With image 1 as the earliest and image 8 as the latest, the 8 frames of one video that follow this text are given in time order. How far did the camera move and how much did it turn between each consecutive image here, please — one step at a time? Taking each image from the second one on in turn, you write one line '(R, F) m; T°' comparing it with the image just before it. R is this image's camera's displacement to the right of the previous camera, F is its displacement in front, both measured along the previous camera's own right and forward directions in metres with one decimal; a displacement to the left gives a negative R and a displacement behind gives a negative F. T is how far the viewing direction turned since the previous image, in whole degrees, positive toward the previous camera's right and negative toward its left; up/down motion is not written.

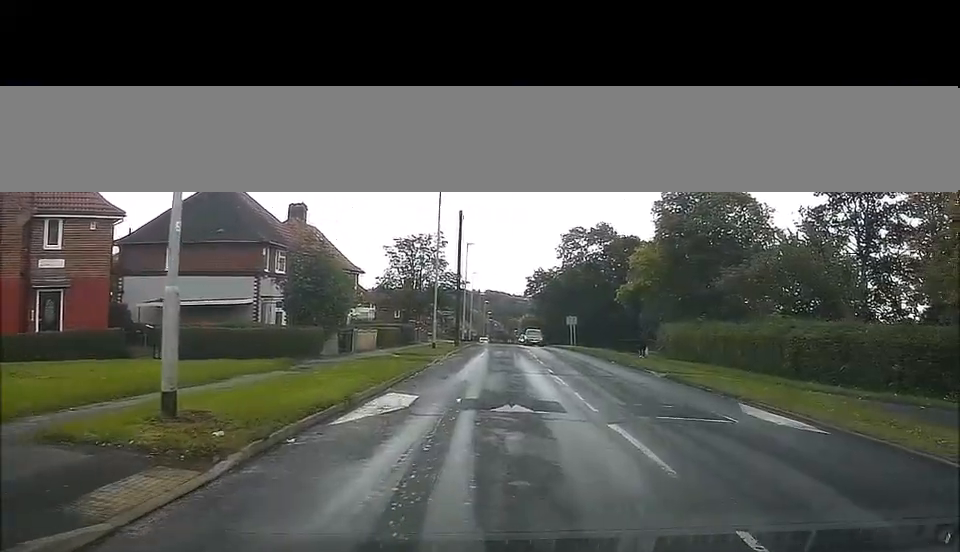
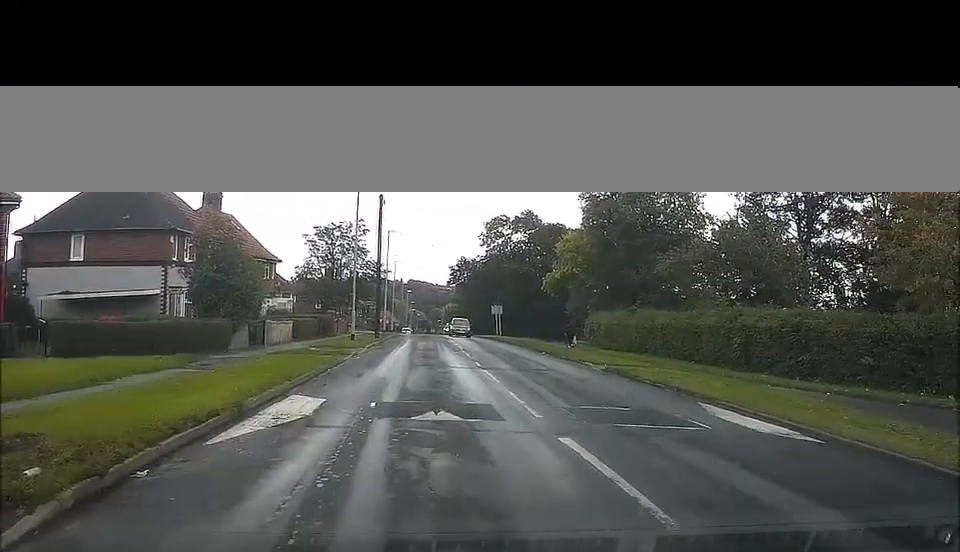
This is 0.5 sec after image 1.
(+0.2, +2.0) m; +4°
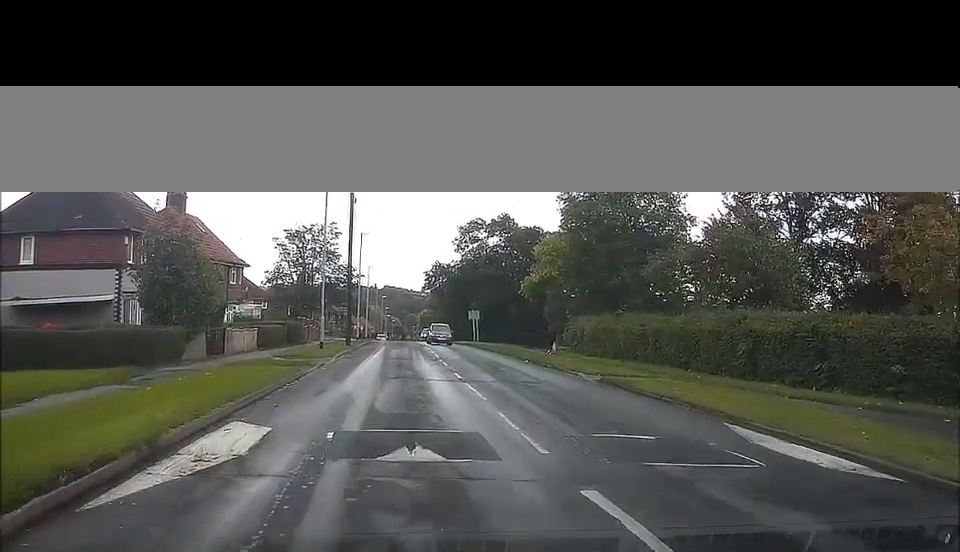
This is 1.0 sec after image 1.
(+0.1, +2.1) m; +4°
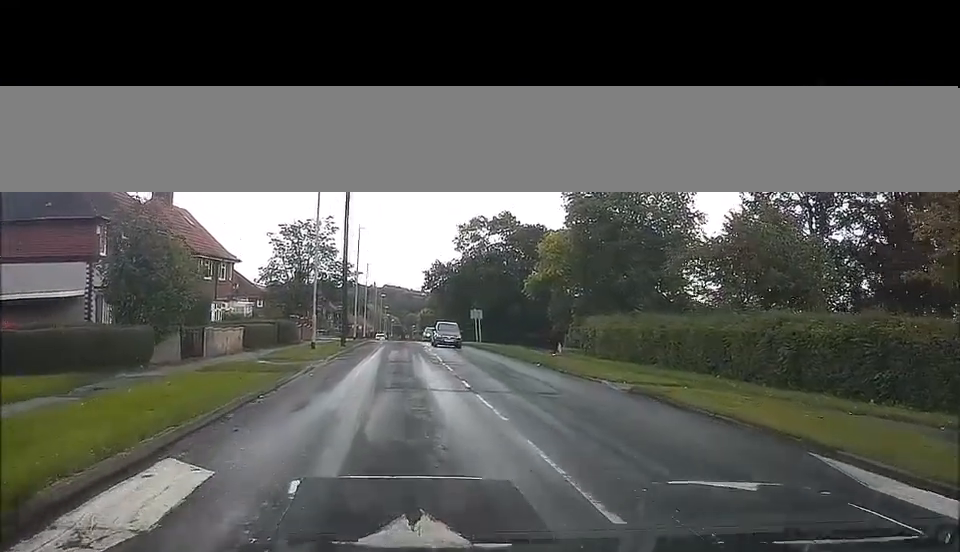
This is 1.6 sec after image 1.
(0.0, +2.7) m; +5°
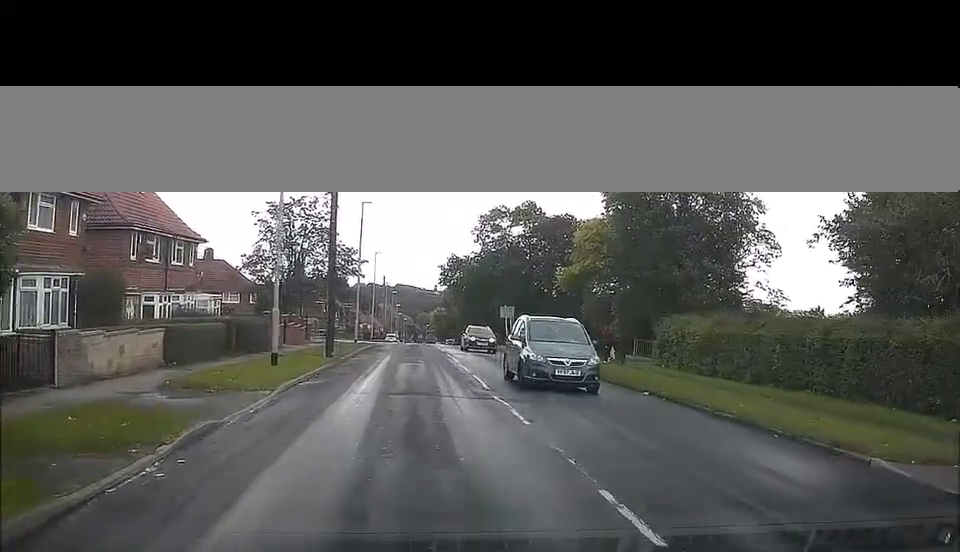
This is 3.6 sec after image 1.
(+1.2, +11.2) m; +5°
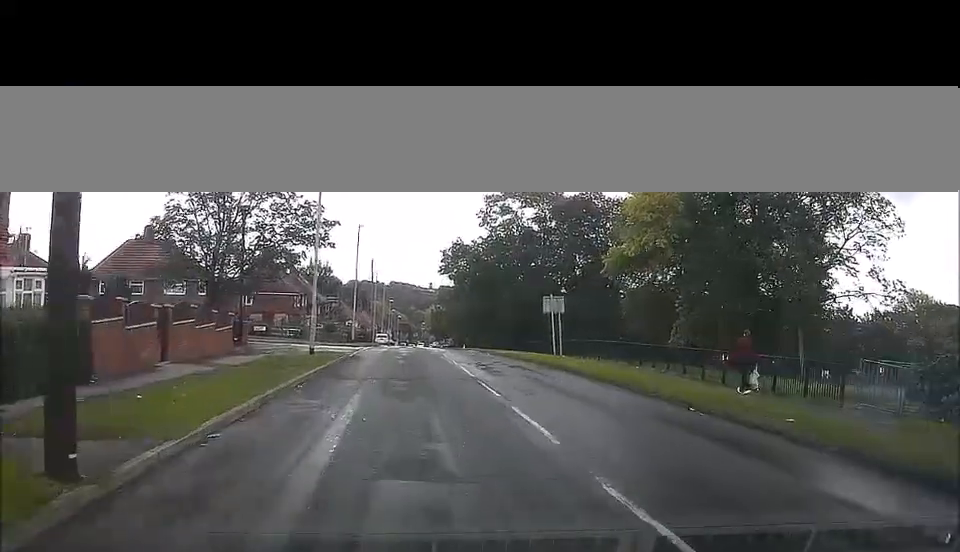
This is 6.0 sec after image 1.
(-1.0, +18.1) m; -4°
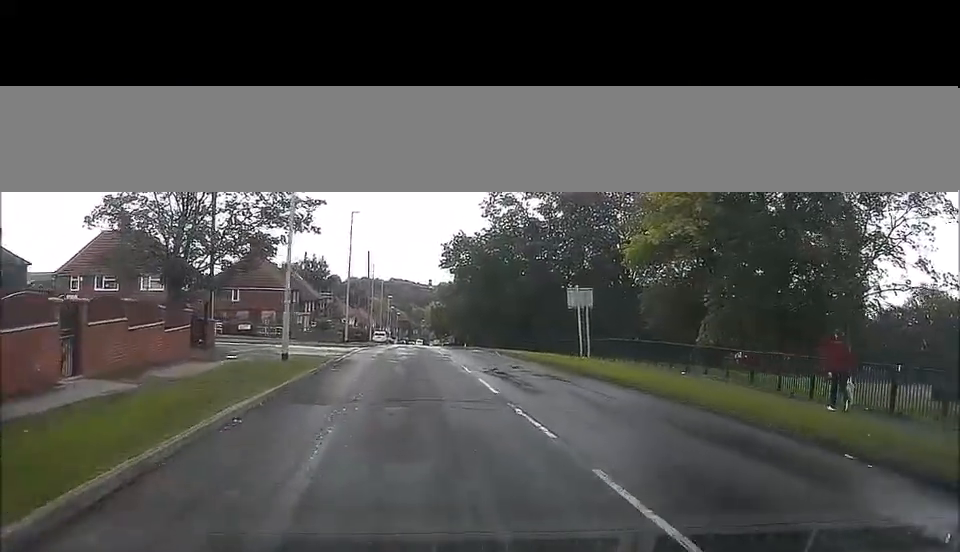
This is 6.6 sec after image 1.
(0.0, +5.6) m; +1°
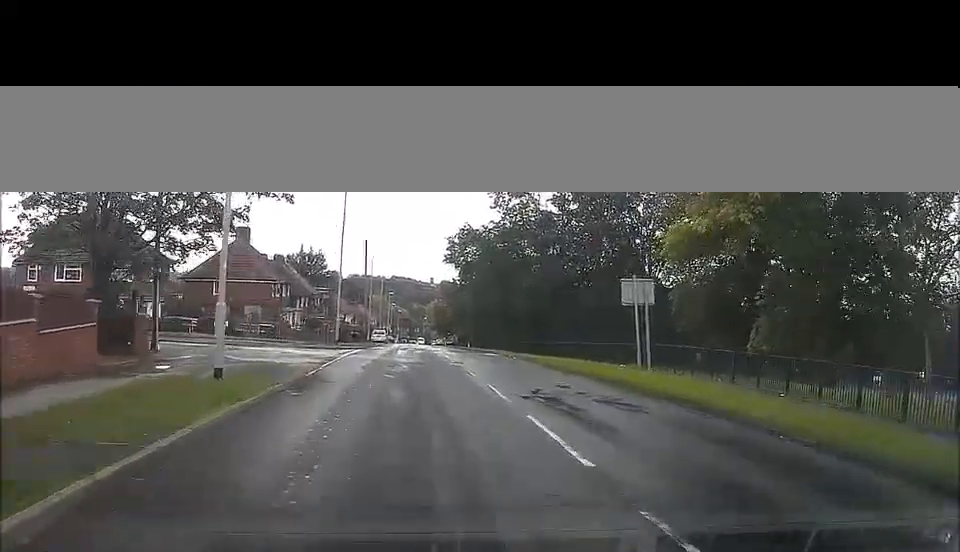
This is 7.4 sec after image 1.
(+0.1, +7.2) m; +1°
